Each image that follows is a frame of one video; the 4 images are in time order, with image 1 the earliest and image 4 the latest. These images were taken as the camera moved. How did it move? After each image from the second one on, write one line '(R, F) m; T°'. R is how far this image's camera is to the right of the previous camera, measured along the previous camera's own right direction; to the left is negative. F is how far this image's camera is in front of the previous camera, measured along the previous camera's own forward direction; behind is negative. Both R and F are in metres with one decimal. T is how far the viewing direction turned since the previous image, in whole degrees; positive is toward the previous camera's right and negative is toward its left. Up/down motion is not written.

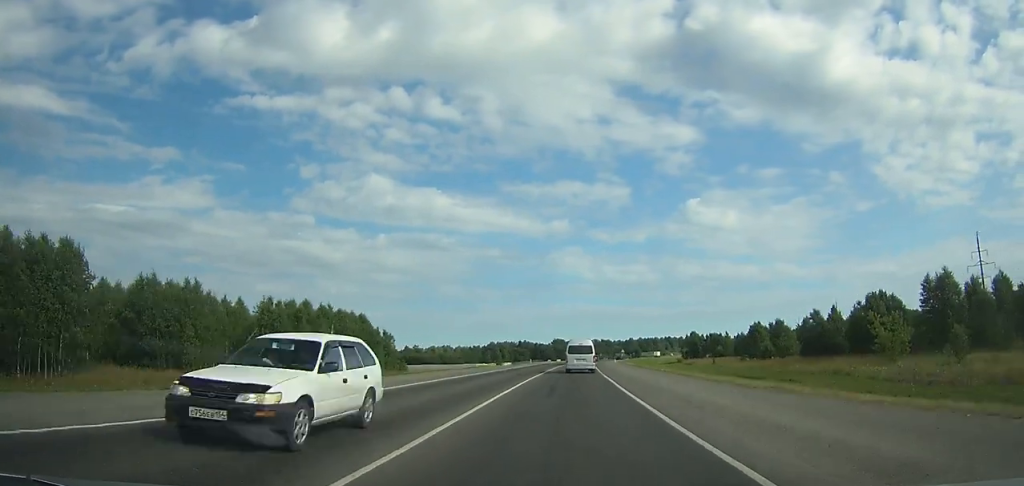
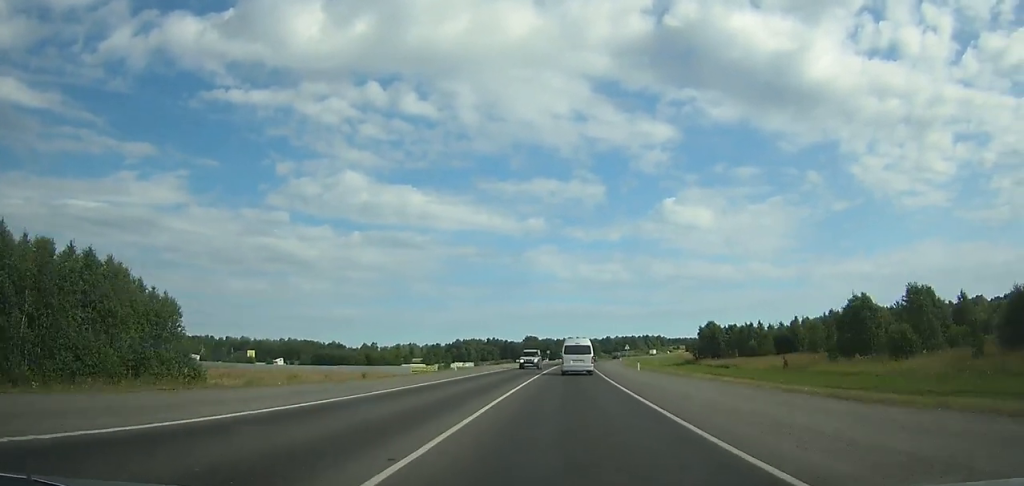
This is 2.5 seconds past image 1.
(+0.8, +51.6) m; +2°
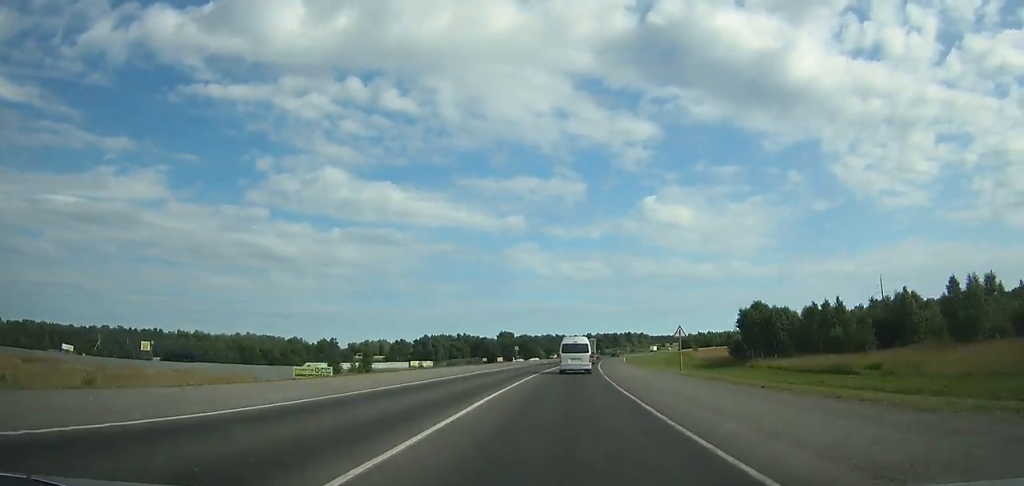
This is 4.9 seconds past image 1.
(+1.0, +48.9) m; +2°
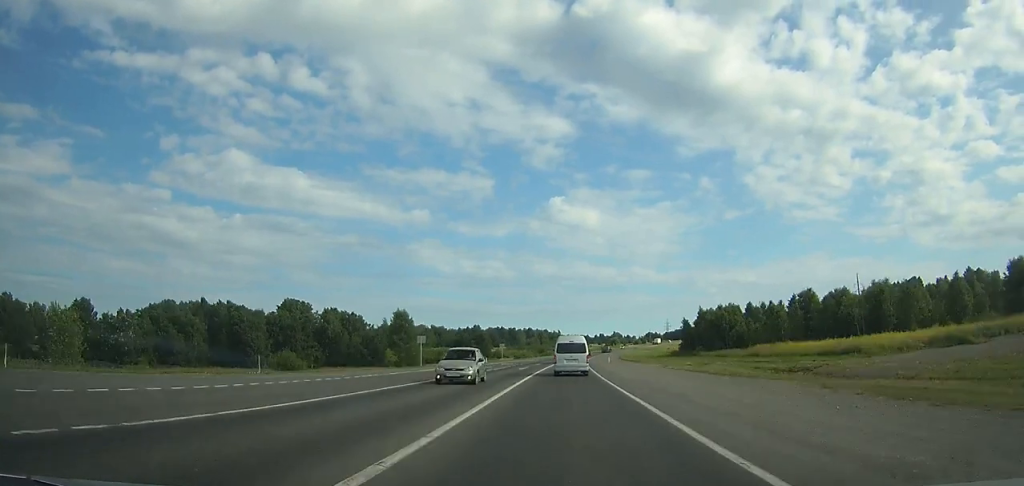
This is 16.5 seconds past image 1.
(+21.2, +233.5) m; +10°
